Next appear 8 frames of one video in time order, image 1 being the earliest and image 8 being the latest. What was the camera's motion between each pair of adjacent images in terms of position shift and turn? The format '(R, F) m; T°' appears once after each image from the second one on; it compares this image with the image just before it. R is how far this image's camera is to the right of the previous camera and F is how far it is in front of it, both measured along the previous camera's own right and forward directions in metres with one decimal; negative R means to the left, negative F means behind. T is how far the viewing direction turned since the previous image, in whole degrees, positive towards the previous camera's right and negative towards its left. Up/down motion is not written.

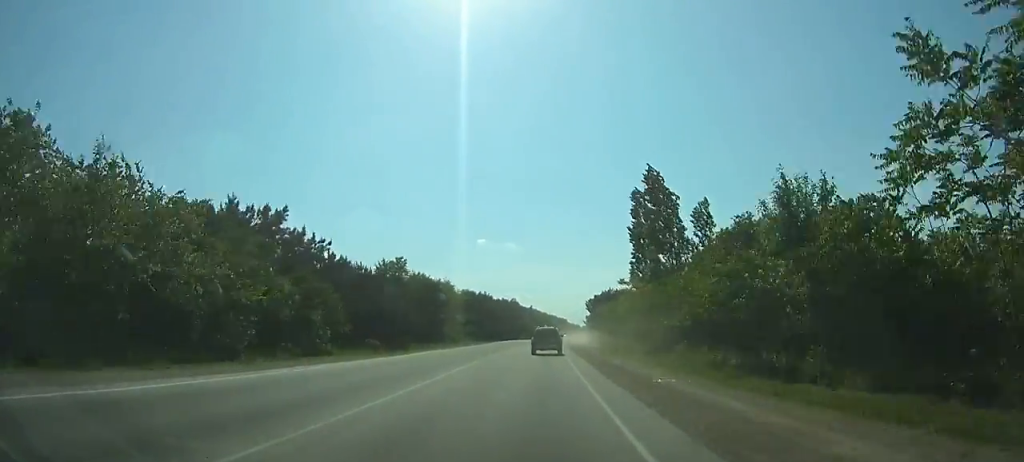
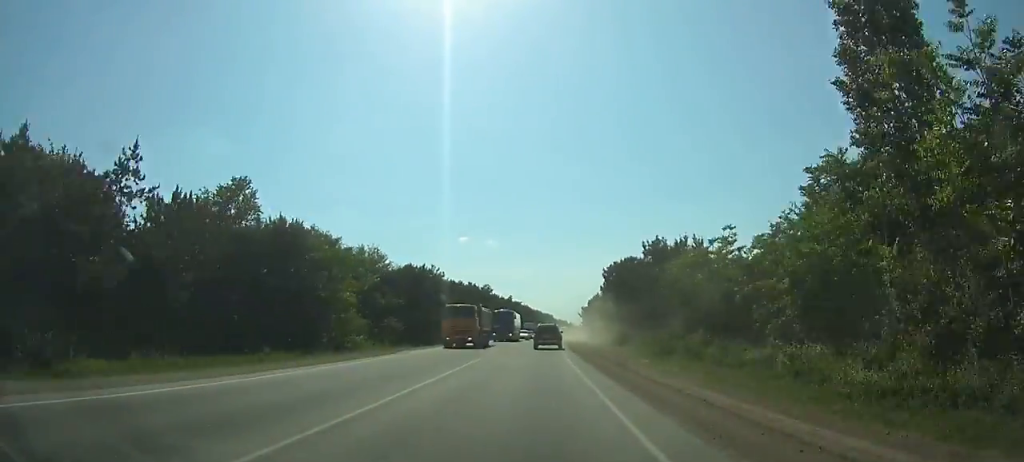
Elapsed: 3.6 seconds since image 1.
(+0.6, +40.8) m; +2°
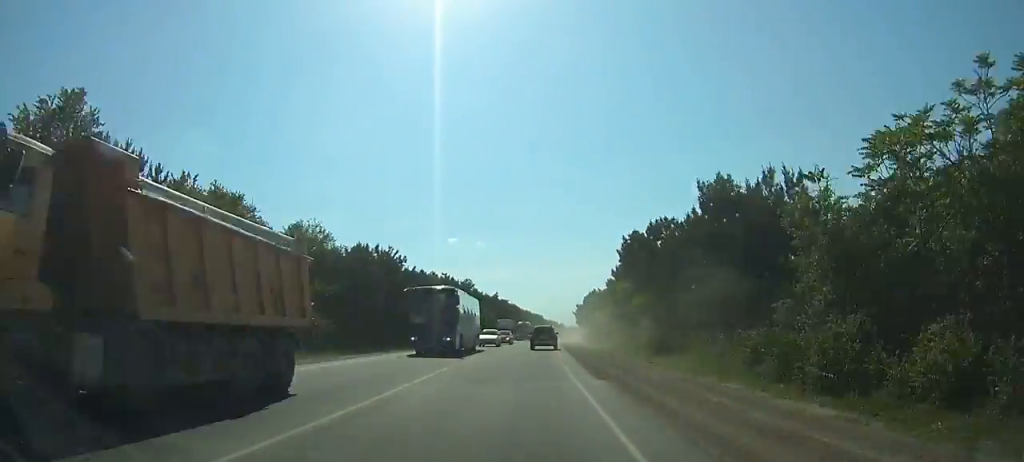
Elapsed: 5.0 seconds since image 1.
(+0.2, +16.6) m; 0°
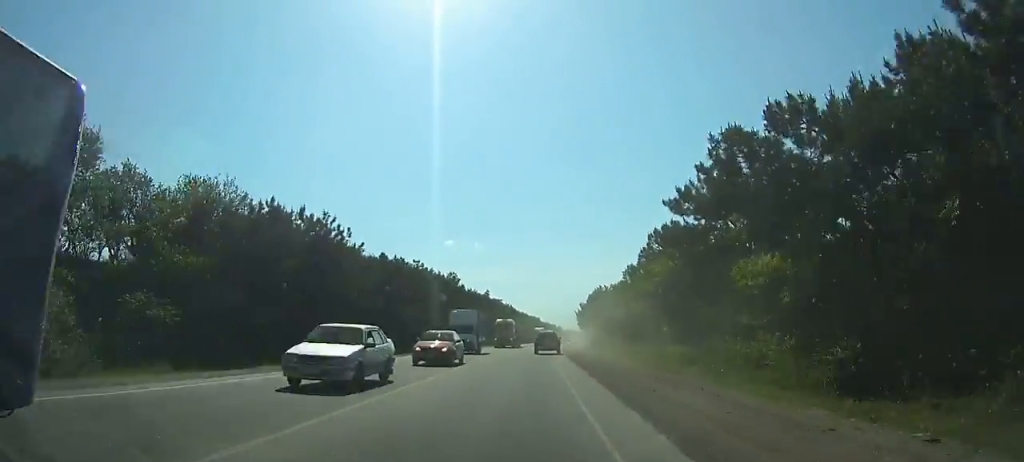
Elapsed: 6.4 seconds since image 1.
(+0.1, +16.6) m; 0°
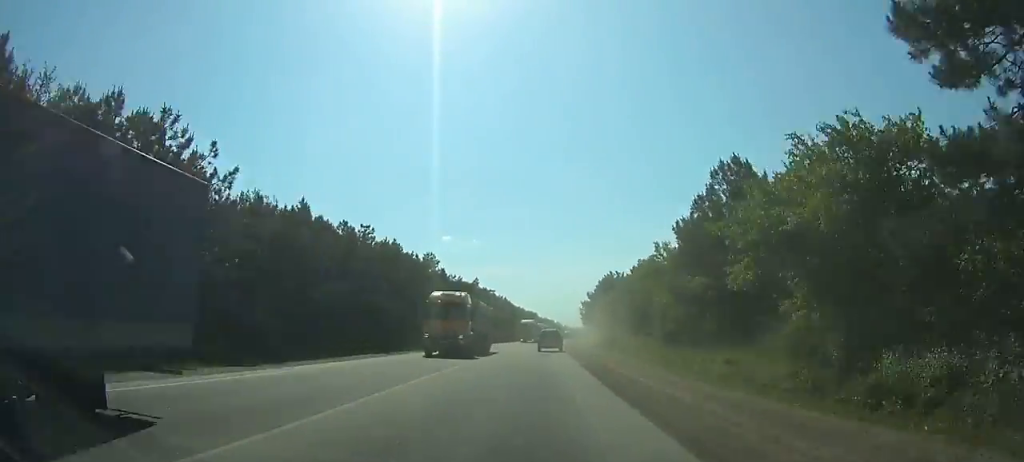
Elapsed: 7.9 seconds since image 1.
(+0.1, +18.5) m; +1°
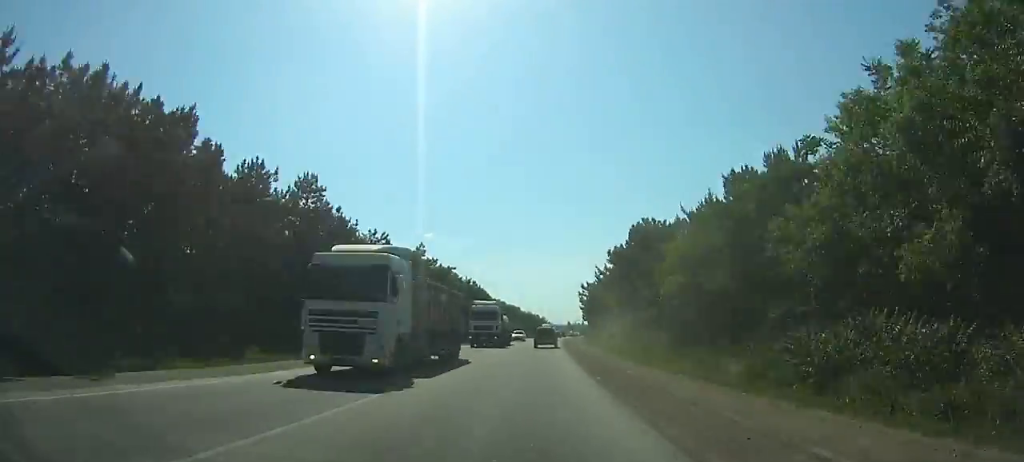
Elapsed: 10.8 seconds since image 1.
(+0.3, +36.9) m; +1°
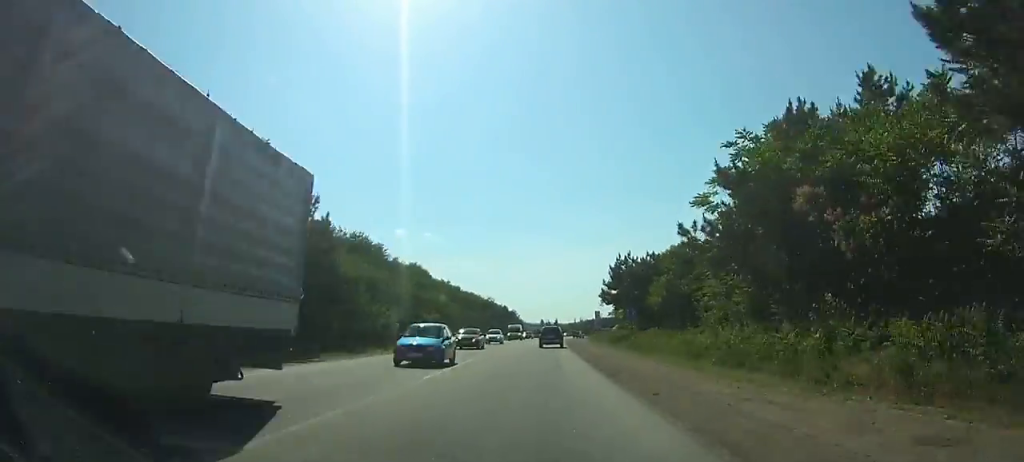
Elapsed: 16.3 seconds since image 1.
(+1.7, +78.7) m; +3°
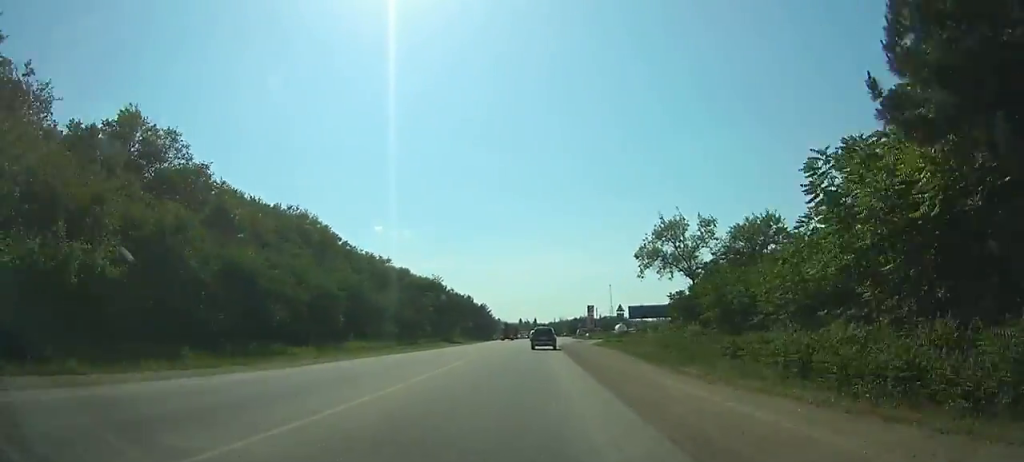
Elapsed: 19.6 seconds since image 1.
(+0.9, +49.9) m; +1°
